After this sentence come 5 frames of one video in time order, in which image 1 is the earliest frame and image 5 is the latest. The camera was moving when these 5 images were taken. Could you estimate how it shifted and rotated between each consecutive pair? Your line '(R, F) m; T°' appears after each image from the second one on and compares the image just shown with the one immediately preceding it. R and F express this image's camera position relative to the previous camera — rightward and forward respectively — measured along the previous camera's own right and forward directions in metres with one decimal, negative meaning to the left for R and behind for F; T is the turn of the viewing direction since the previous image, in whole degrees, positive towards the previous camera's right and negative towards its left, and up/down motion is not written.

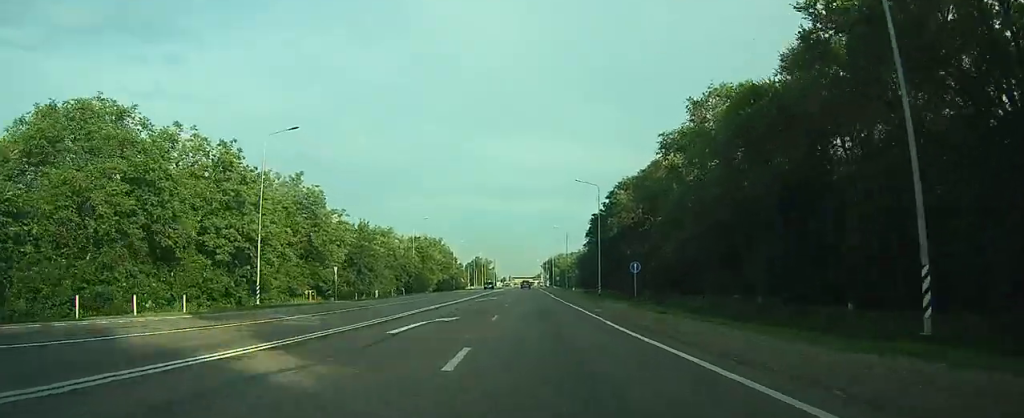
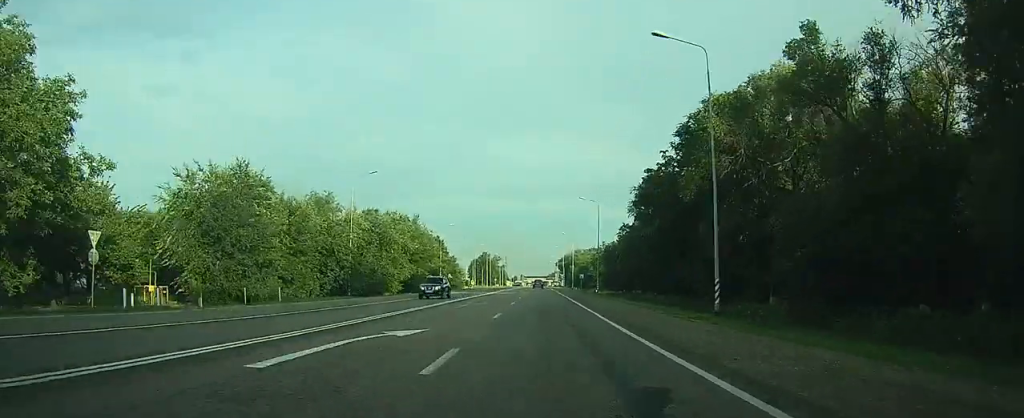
(0.0, +42.8) m; 0°
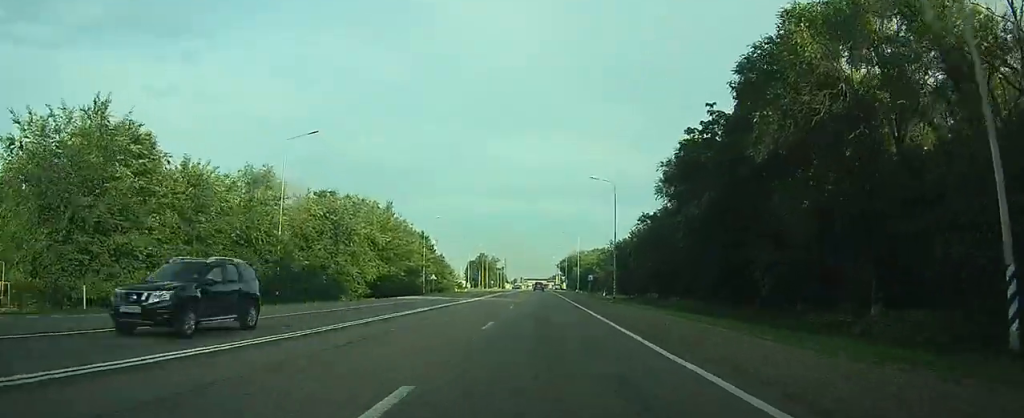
(0.0, +19.0) m; 0°
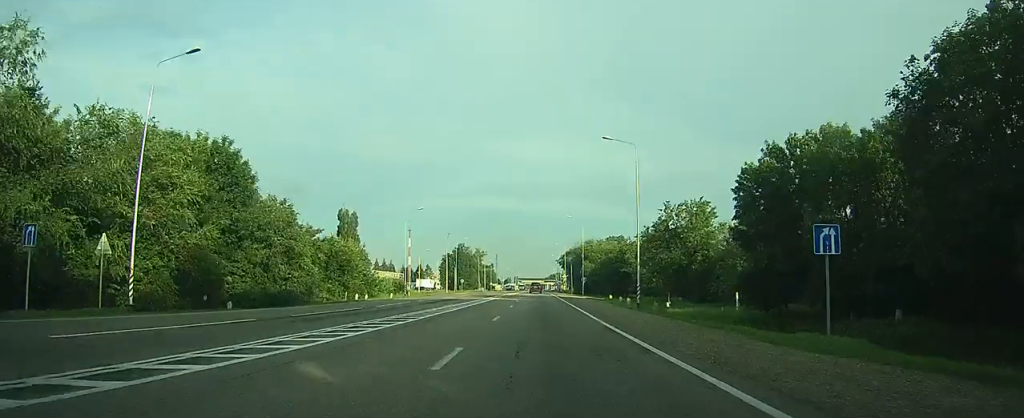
(-0.6, +76.5) m; -1°
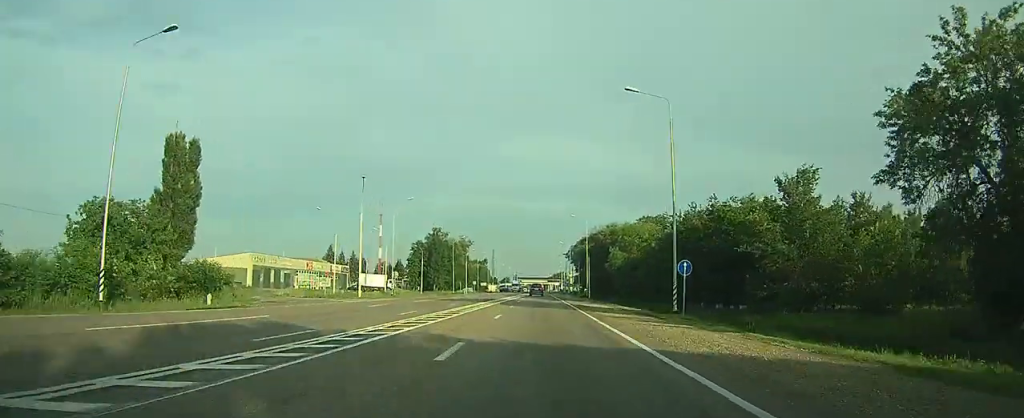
(+2.3, +58.9) m; +7°
